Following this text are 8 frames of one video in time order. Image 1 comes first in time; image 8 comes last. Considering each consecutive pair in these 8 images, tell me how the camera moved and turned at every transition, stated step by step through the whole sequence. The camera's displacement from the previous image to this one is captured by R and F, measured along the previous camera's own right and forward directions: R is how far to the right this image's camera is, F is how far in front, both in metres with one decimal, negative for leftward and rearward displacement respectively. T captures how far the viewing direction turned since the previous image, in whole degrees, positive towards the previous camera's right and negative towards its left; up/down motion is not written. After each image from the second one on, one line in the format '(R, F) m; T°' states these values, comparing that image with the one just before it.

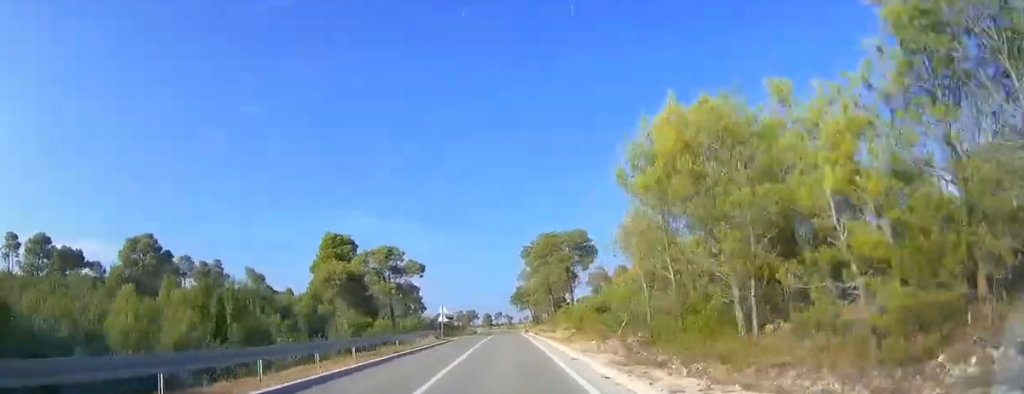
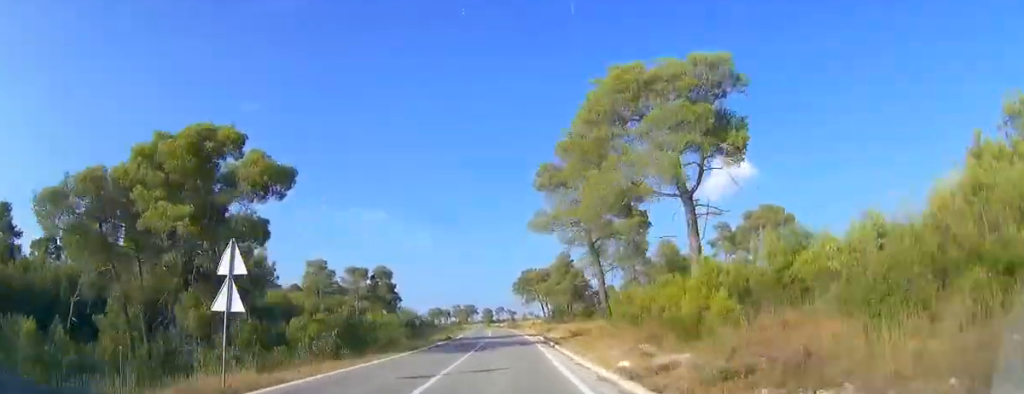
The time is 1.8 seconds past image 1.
(-0.2, +37.0) m; -1°
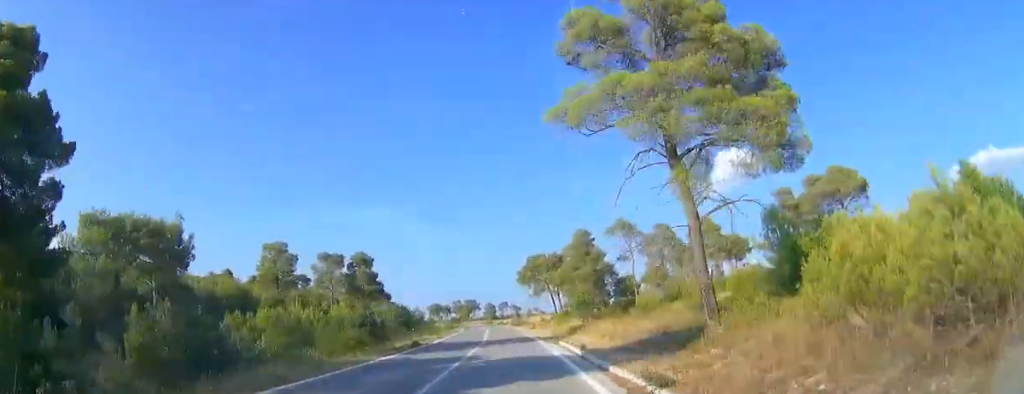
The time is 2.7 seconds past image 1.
(-0.3, +17.9) m; -1°
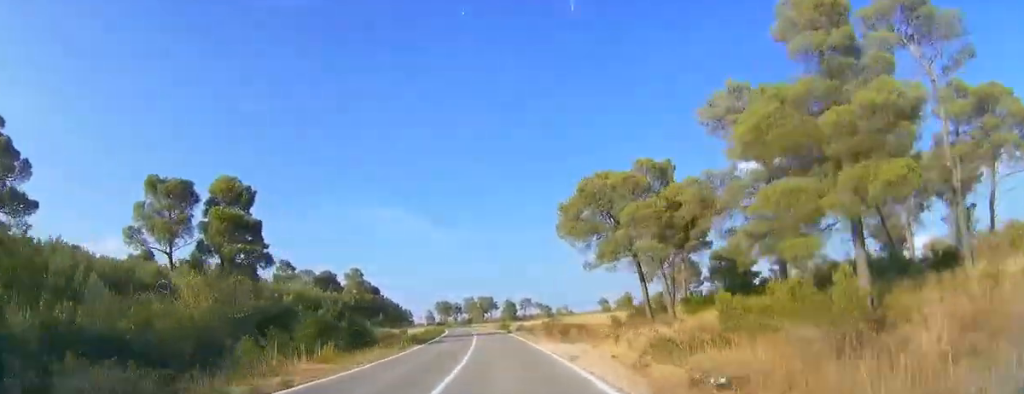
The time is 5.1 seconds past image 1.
(-0.1, +49.5) m; -1°
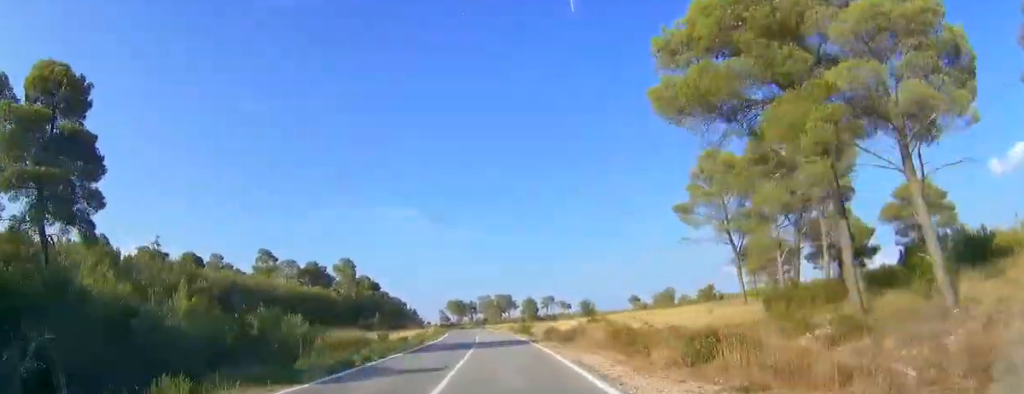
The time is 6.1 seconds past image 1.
(-0.4, +22.2) m; -2°
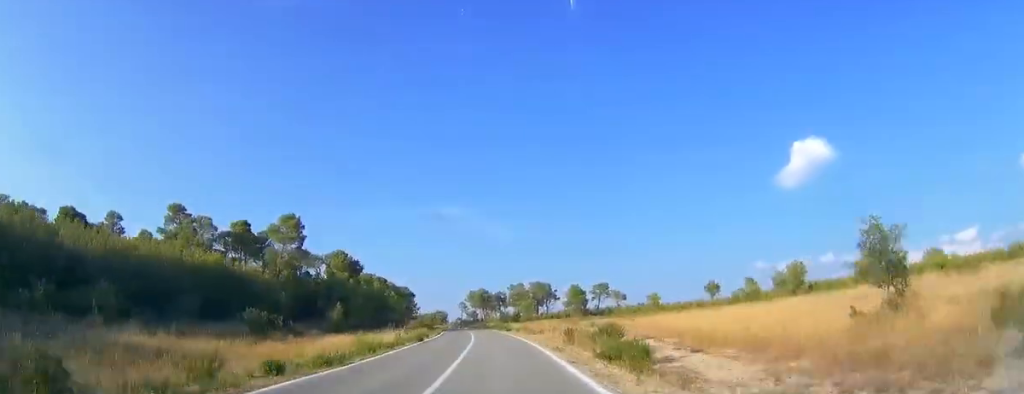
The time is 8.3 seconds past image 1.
(-1.3, +44.7) m; -4°
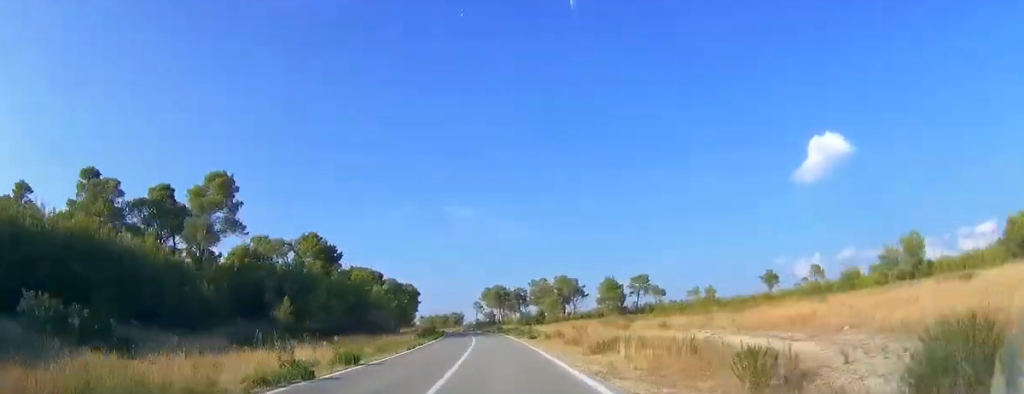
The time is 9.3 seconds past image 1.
(-0.2, +22.6) m; -2°
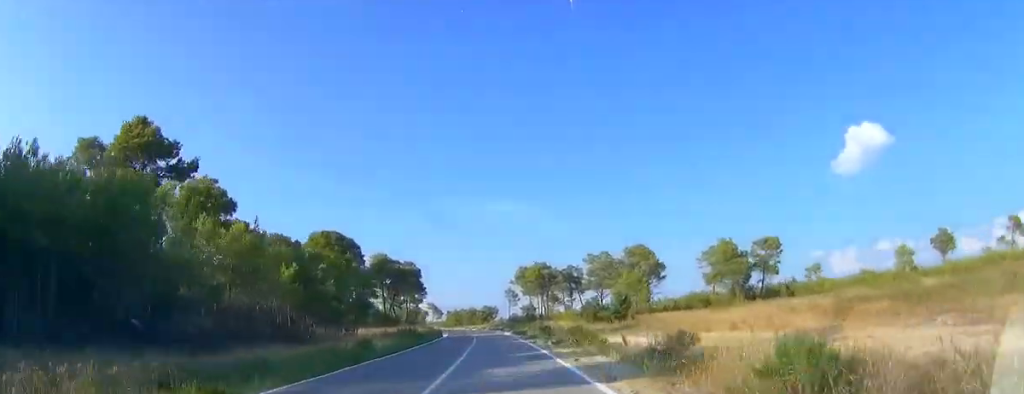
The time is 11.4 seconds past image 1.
(-1.6, +44.4) m; -4°
